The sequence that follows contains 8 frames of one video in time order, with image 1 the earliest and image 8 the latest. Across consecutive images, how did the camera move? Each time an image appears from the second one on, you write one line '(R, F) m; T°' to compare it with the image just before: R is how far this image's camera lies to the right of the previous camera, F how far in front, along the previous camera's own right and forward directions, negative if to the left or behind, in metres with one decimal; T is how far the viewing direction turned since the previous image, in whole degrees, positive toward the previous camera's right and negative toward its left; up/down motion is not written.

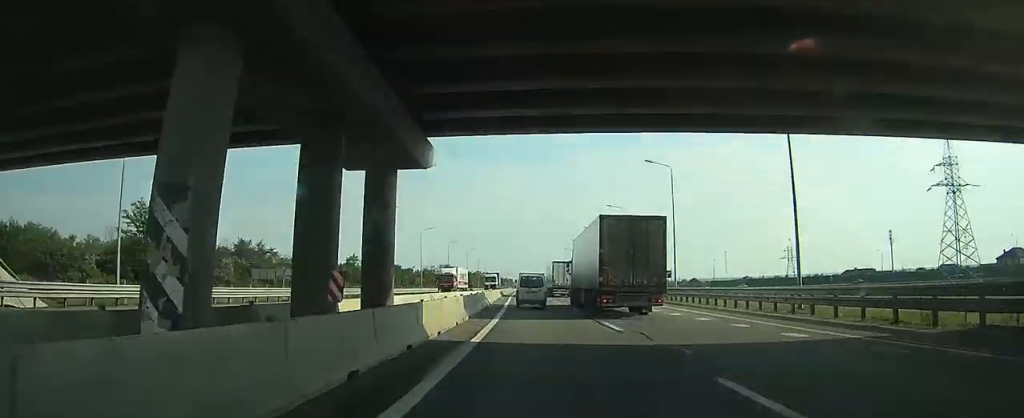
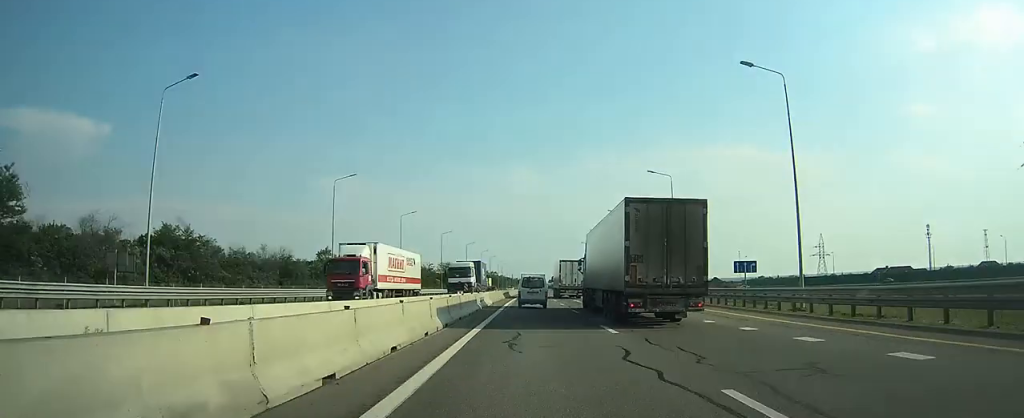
(0.0, +25.3) m; 0°
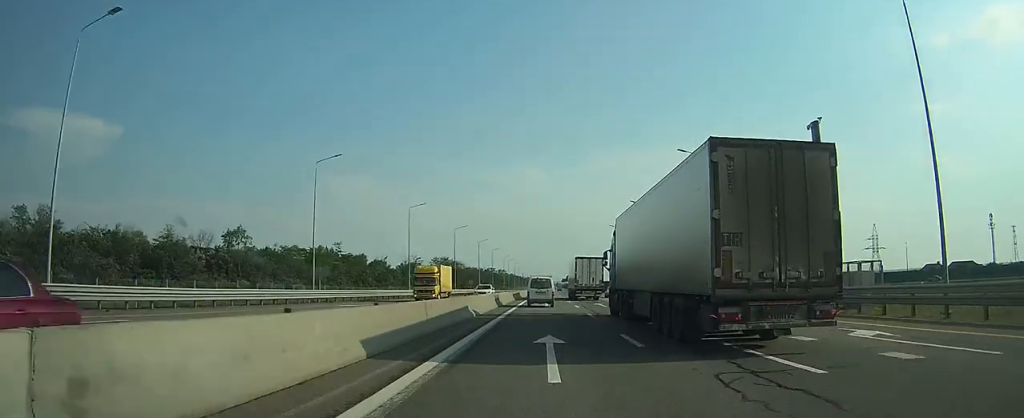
(-0.3, +39.8) m; -1°
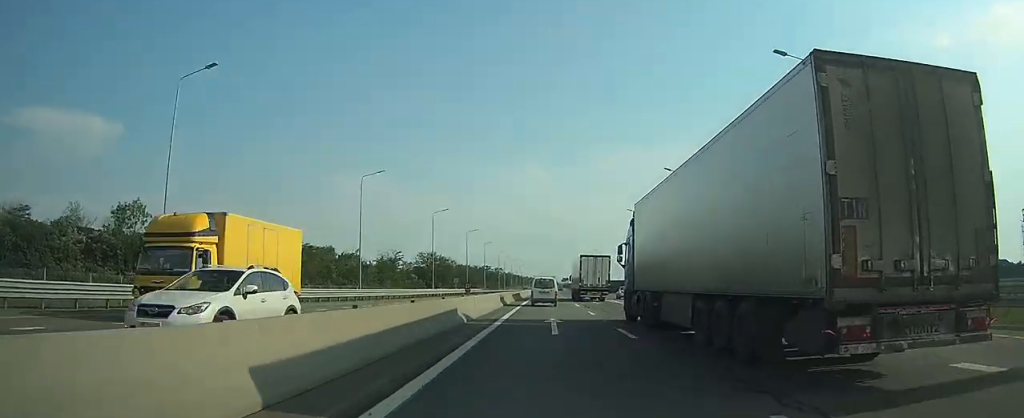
(-0.1, +21.9) m; -1°
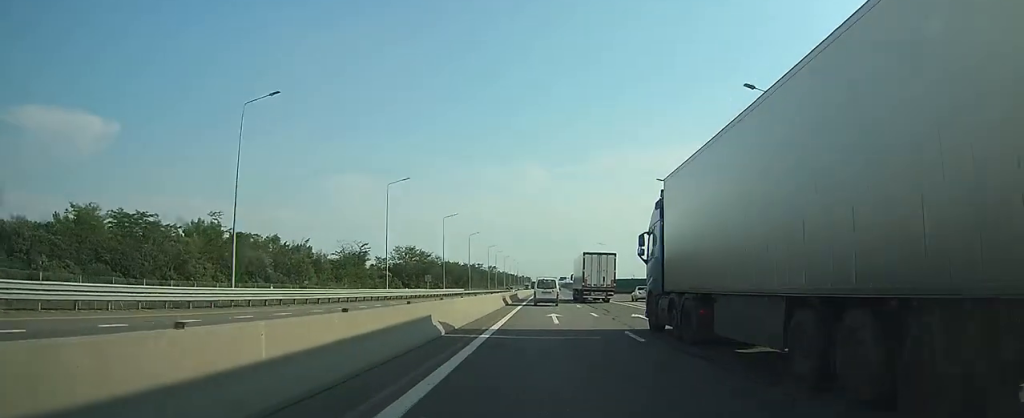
(-0.1, +24.4) m; 0°
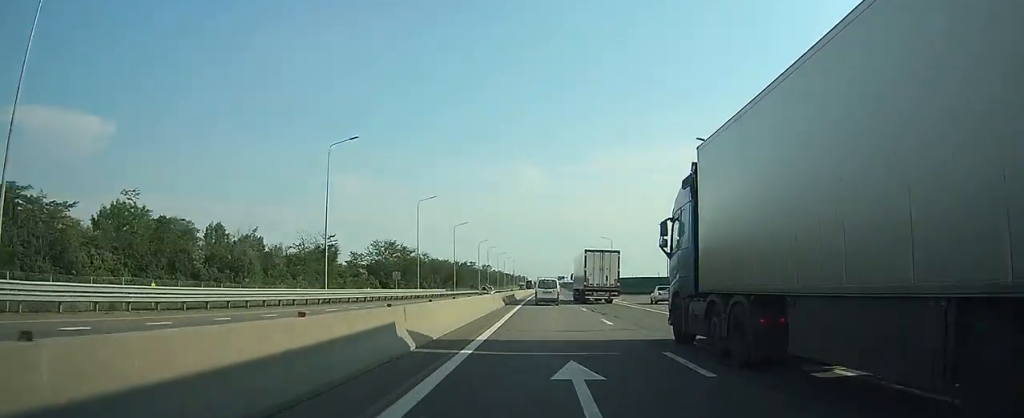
(-0.1, +17.2) m; 0°
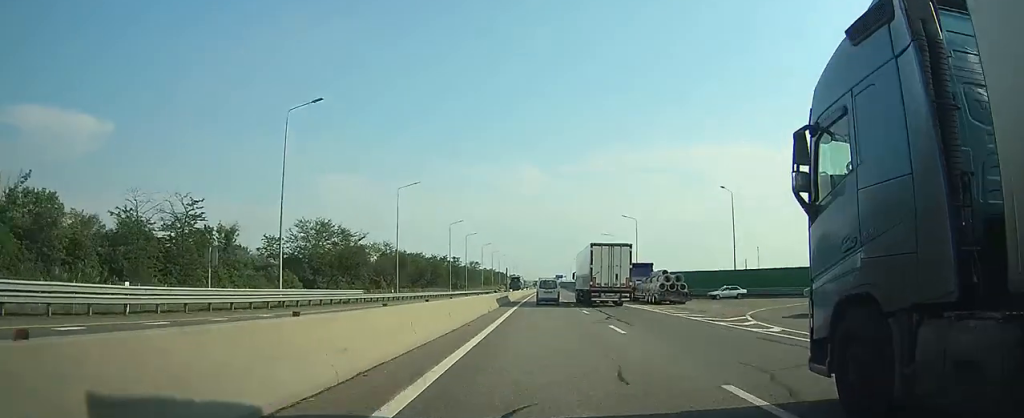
(+0.4, +39.3) m; +1°
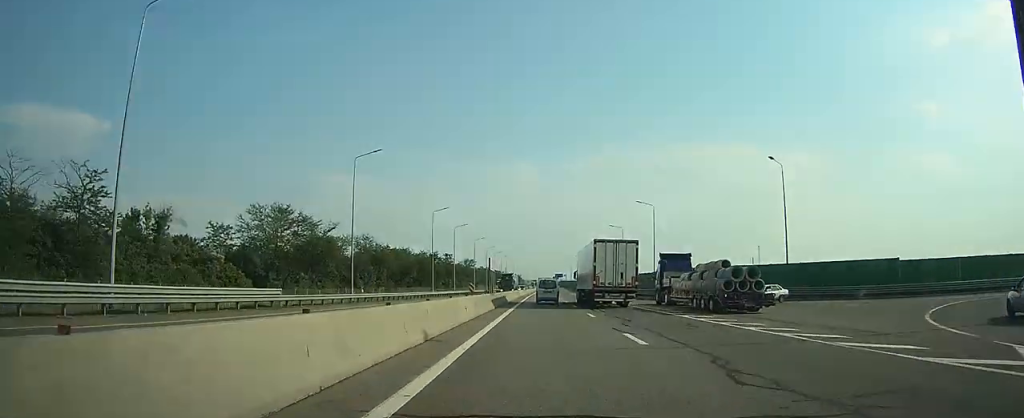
(0.0, +15.3) m; 0°
